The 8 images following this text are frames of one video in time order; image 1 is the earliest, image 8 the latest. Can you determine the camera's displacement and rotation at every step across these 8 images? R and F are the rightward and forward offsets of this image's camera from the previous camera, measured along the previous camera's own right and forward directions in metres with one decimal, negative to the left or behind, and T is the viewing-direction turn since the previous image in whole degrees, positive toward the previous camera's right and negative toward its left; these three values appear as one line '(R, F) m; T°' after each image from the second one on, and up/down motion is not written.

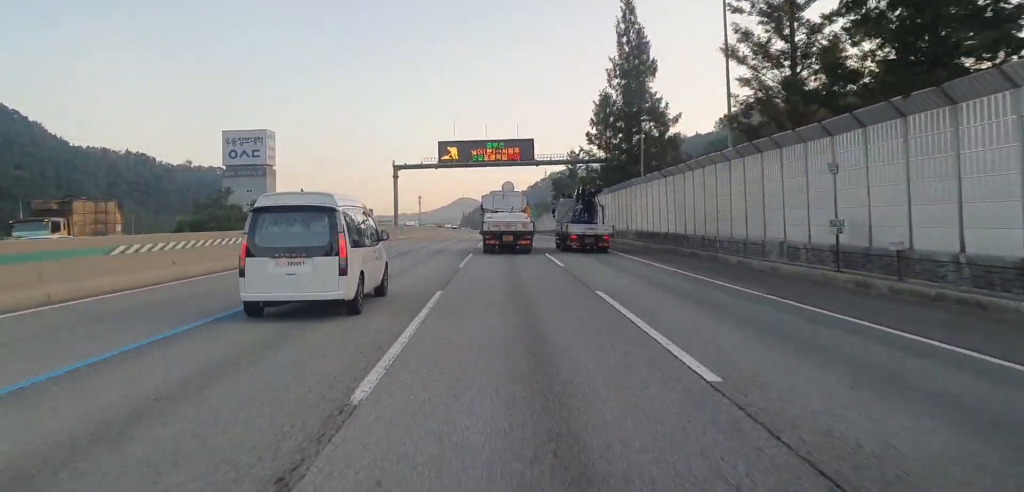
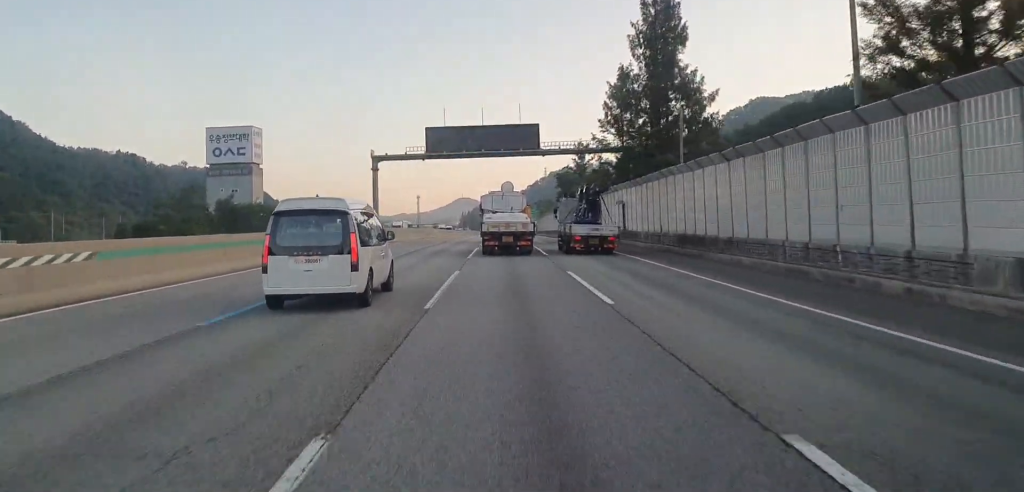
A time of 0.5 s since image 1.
(0.0, +12.2) m; 0°
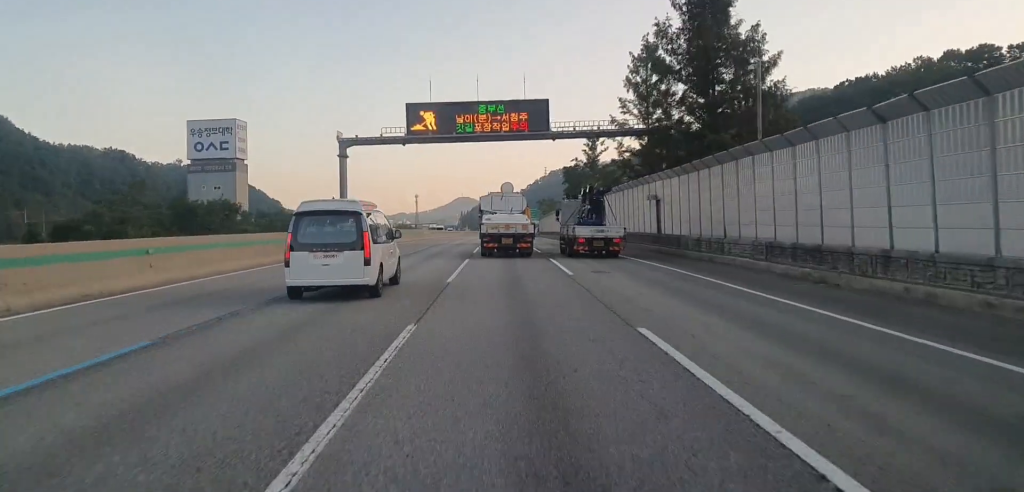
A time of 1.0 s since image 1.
(0.0, +13.1) m; 0°
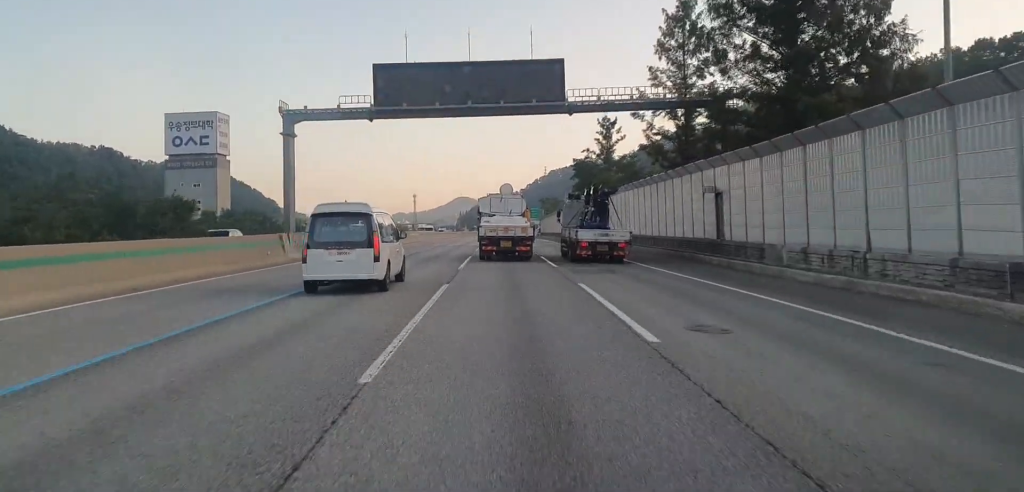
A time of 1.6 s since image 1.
(0.0, +13.0) m; 0°
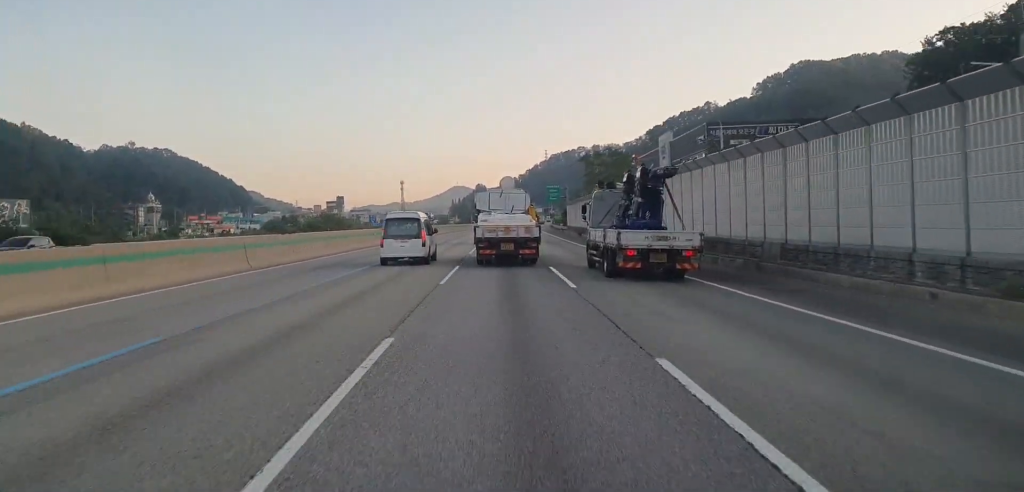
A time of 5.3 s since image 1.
(+0.1, +90.9) m; 0°
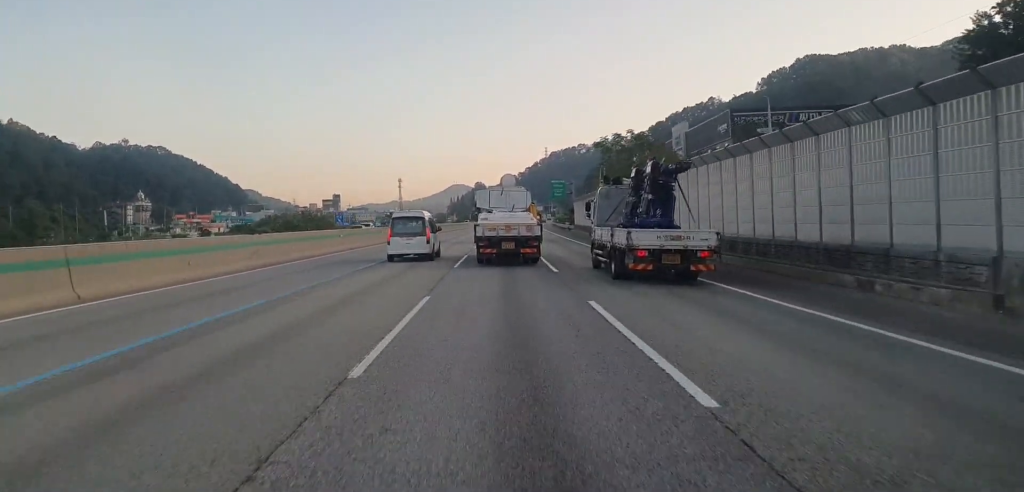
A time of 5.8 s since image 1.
(0.0, +13.1) m; 0°
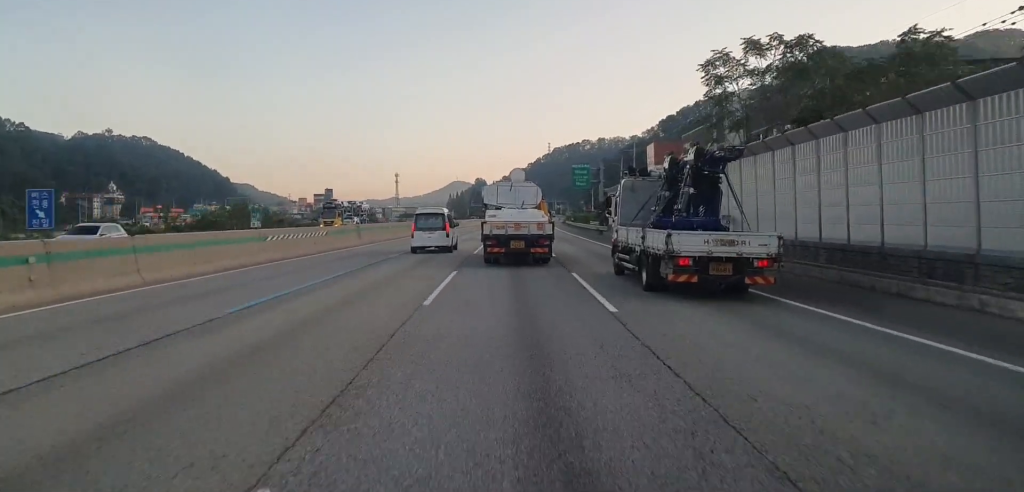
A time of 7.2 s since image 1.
(0.0, +33.3) m; 0°
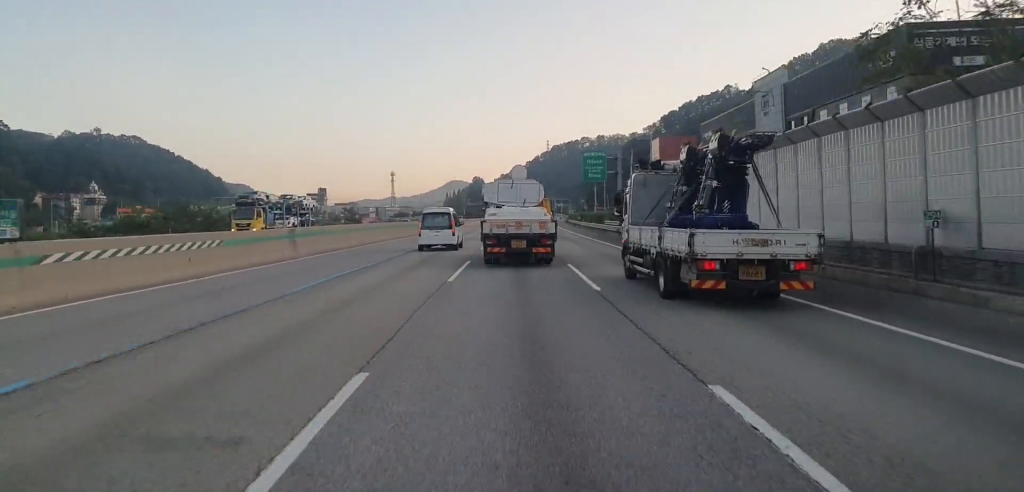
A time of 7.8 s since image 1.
(-0.1, +16.0) m; +1°
